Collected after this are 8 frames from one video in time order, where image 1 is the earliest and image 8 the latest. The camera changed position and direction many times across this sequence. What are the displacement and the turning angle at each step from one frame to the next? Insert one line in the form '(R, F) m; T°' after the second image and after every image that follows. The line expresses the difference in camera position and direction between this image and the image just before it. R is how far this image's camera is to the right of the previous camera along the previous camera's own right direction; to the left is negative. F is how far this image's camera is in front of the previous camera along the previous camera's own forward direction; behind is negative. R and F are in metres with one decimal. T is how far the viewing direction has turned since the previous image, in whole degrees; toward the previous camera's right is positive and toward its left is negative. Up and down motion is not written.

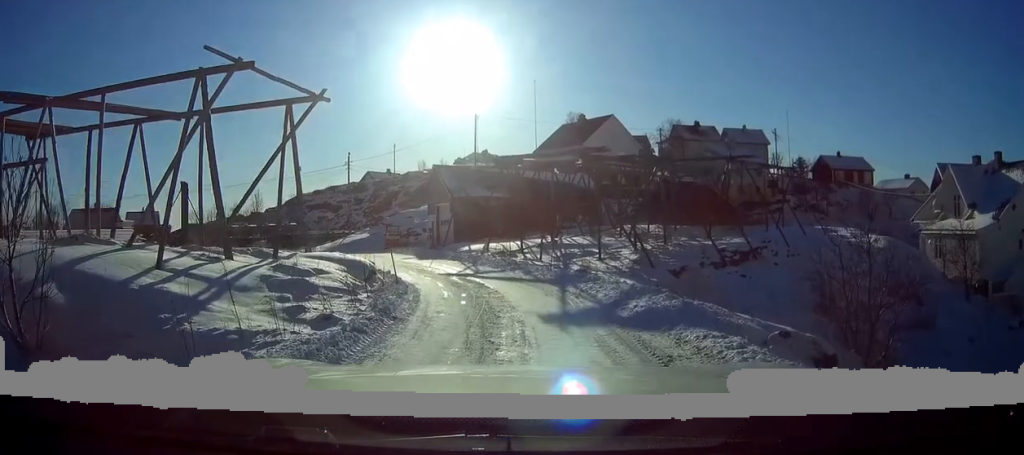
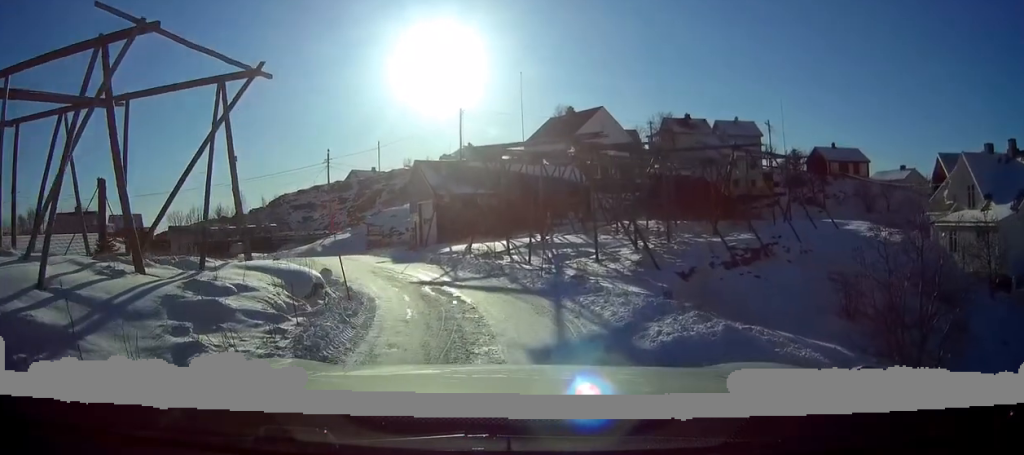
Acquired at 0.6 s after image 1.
(0.0, +3.0) m; +3°
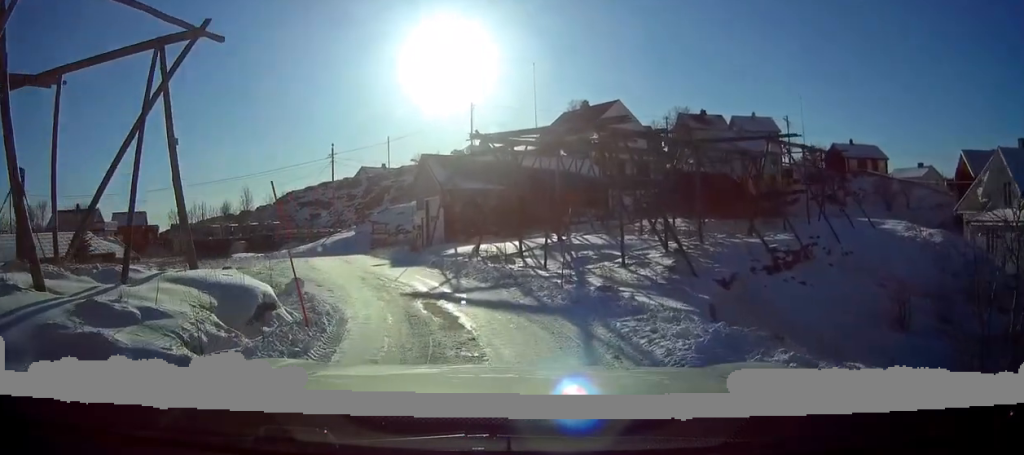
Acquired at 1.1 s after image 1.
(+0.2, +2.9) m; +1°
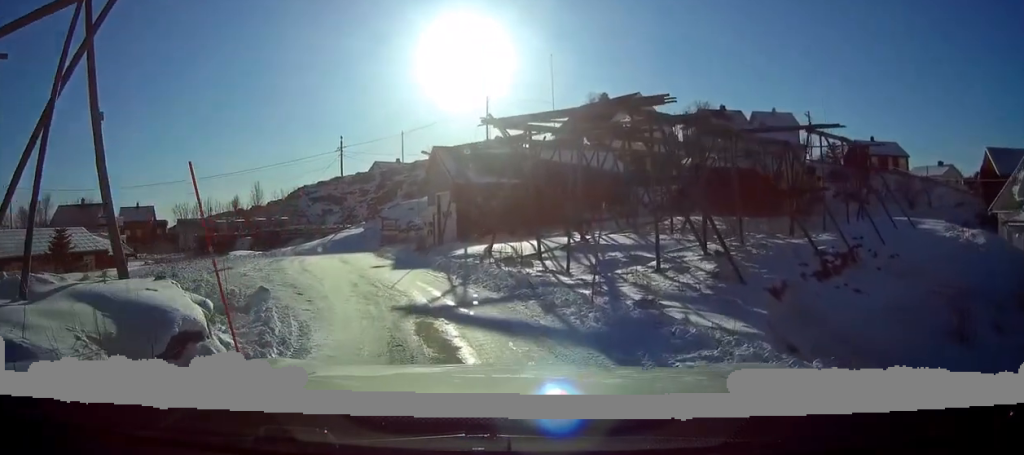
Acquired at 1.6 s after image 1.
(+0.1, +2.5) m; 0°
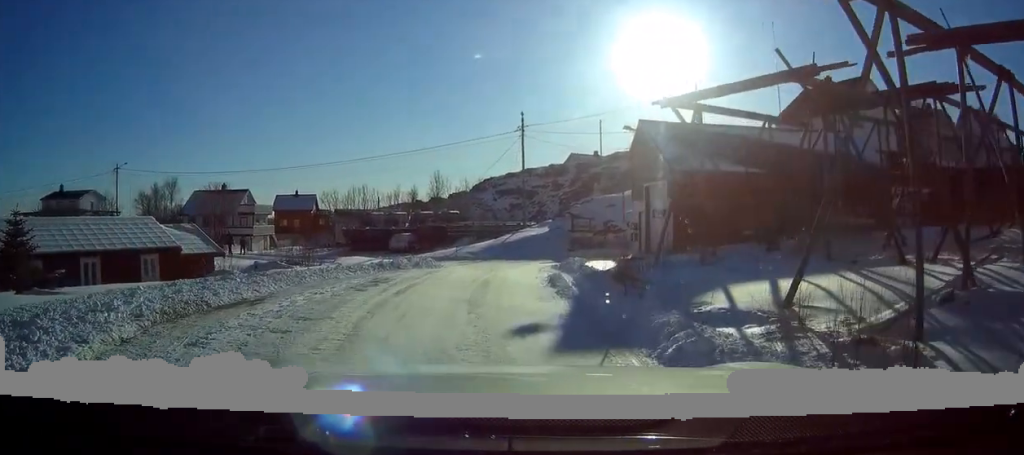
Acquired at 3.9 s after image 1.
(-1.2, +11.6) m; -14°
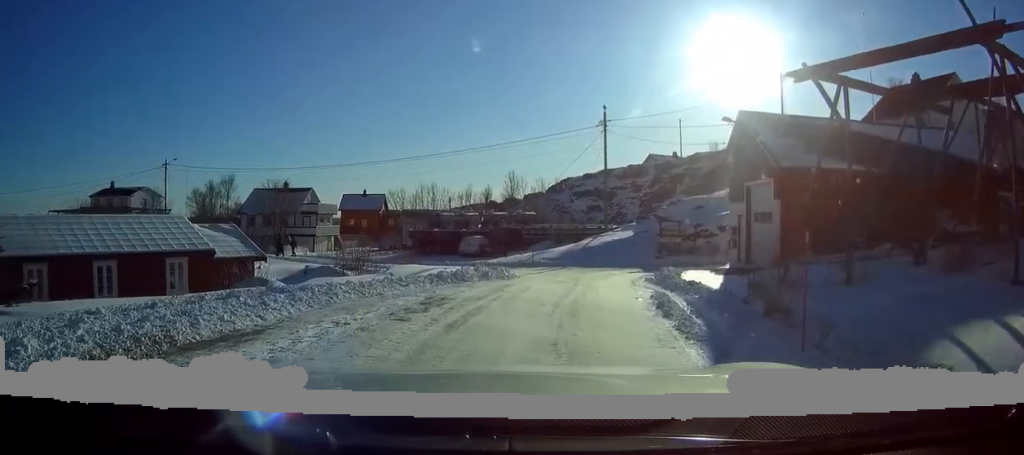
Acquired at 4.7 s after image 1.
(-0.2, +4.1) m; -5°
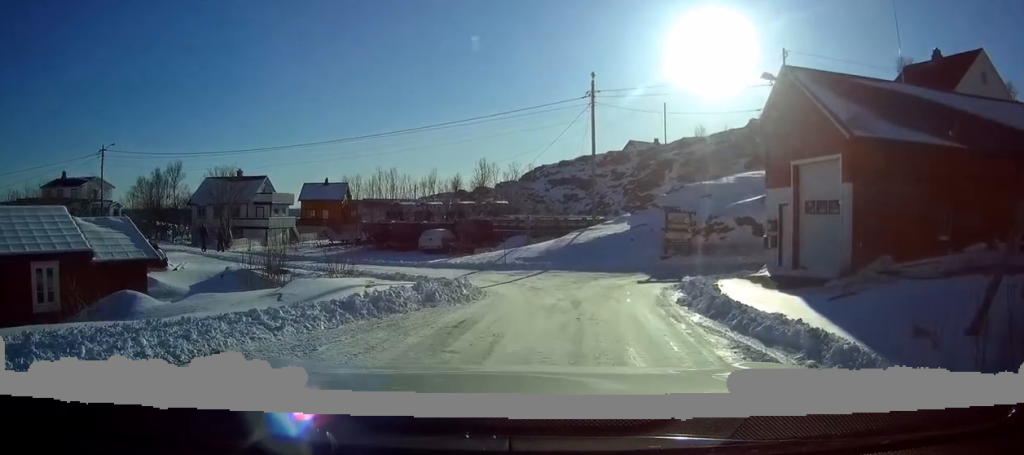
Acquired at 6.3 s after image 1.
(+0.1, +7.8) m; +5°
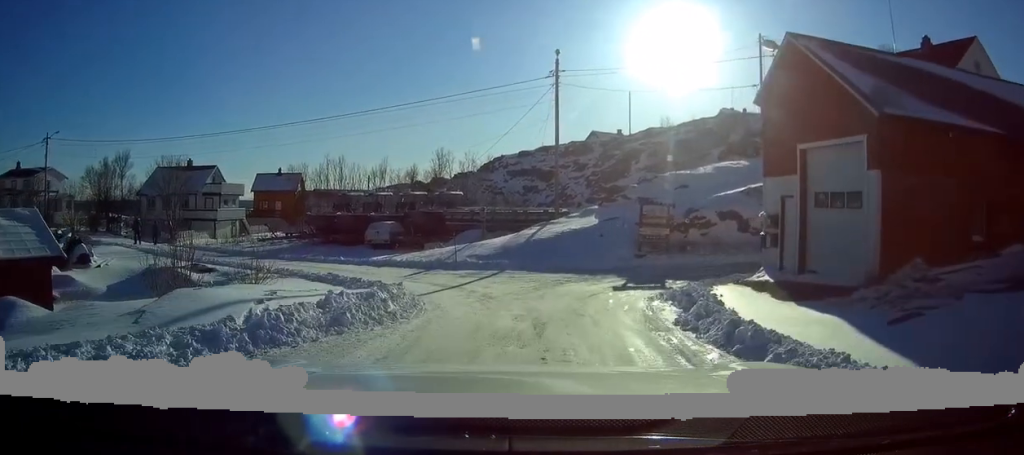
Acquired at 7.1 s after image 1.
(+0.1, +3.7) m; +4°
